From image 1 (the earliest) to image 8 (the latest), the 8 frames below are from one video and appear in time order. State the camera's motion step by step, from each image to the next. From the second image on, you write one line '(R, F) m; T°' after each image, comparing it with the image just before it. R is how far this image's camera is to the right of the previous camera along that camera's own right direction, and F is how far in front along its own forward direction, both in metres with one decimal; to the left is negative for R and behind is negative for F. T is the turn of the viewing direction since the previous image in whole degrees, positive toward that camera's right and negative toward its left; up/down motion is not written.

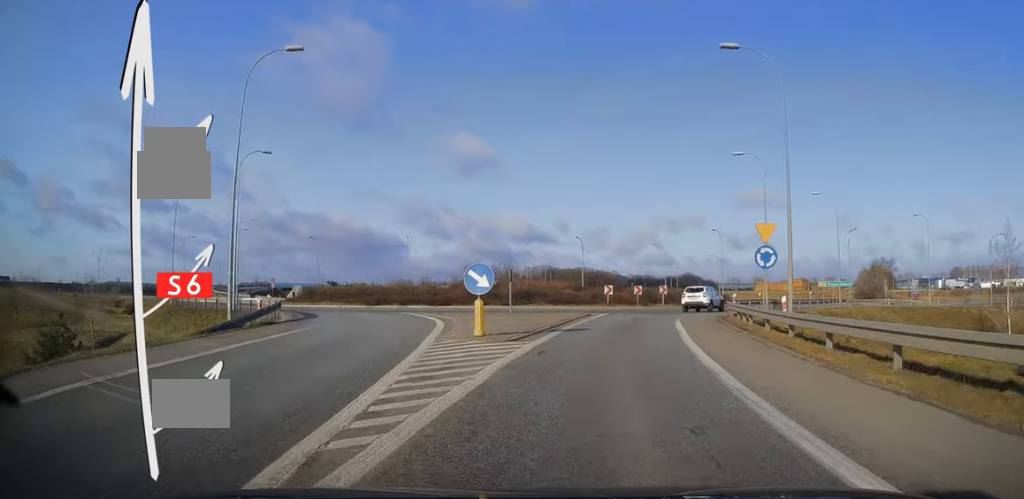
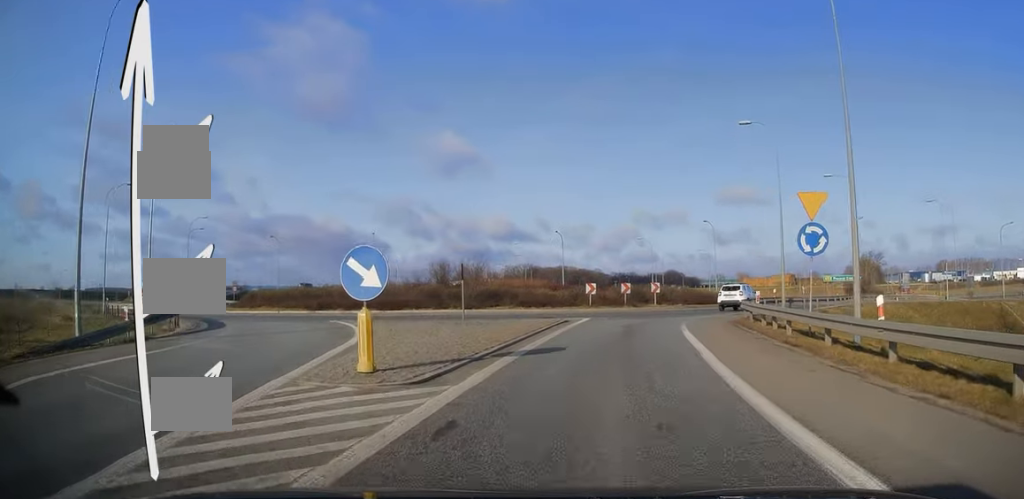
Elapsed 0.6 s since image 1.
(+0.1, +7.6) m; +2°
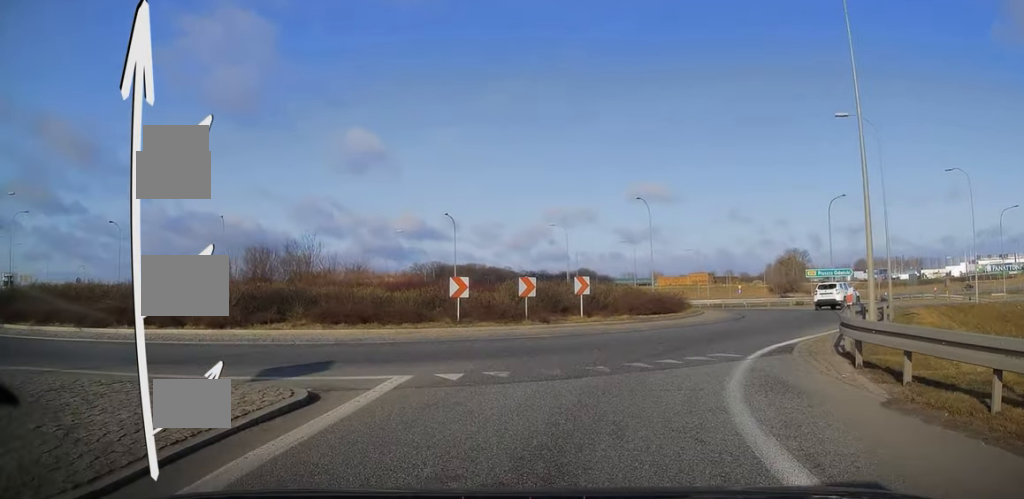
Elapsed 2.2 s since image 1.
(+0.9, +19.5) m; +8°
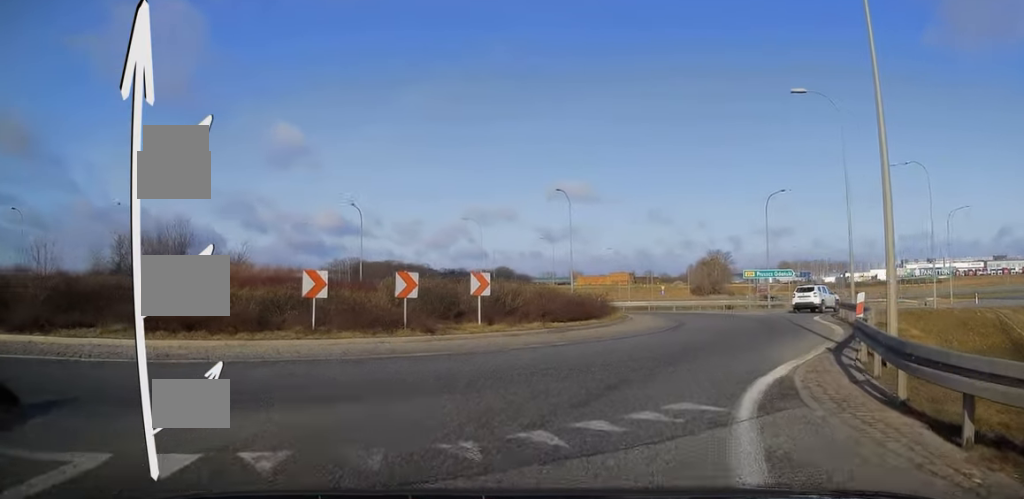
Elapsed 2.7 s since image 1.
(+0.2, +5.3) m; +4°
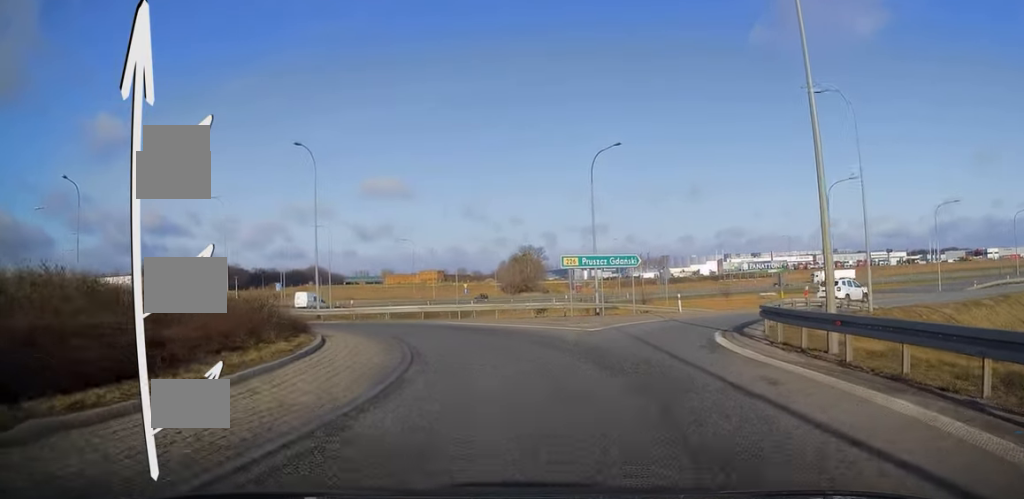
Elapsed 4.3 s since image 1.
(+2.2, +17.0) m; +14°
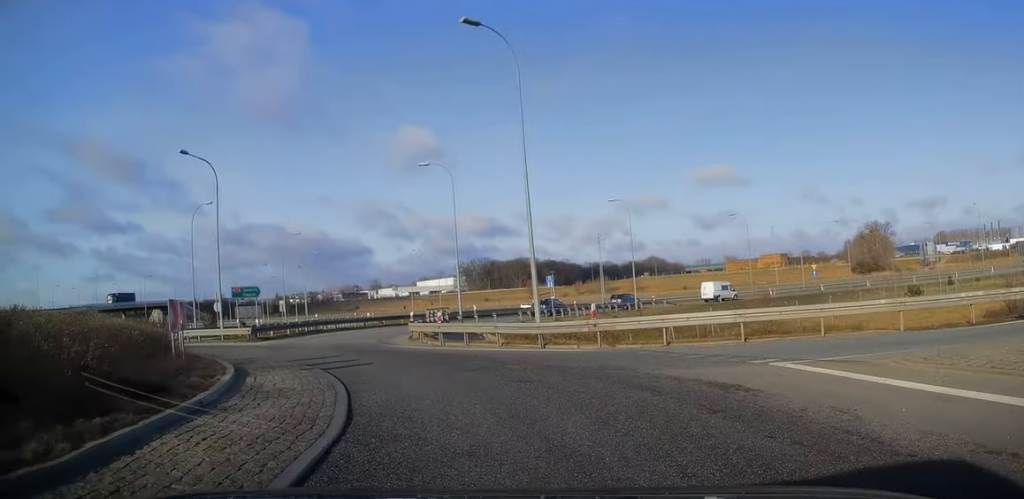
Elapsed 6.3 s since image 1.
(-2.4, +19.2) m; -26°
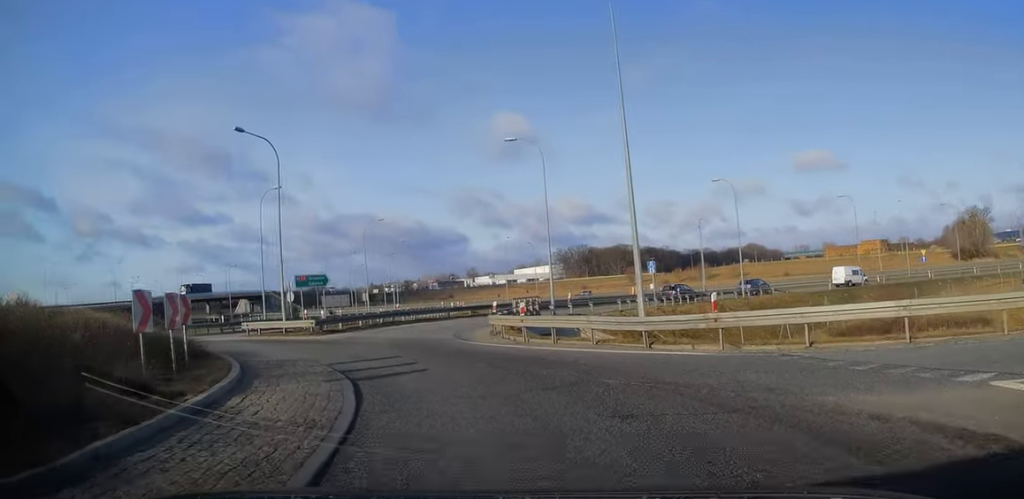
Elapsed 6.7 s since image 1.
(-0.5, +3.9) m; -7°
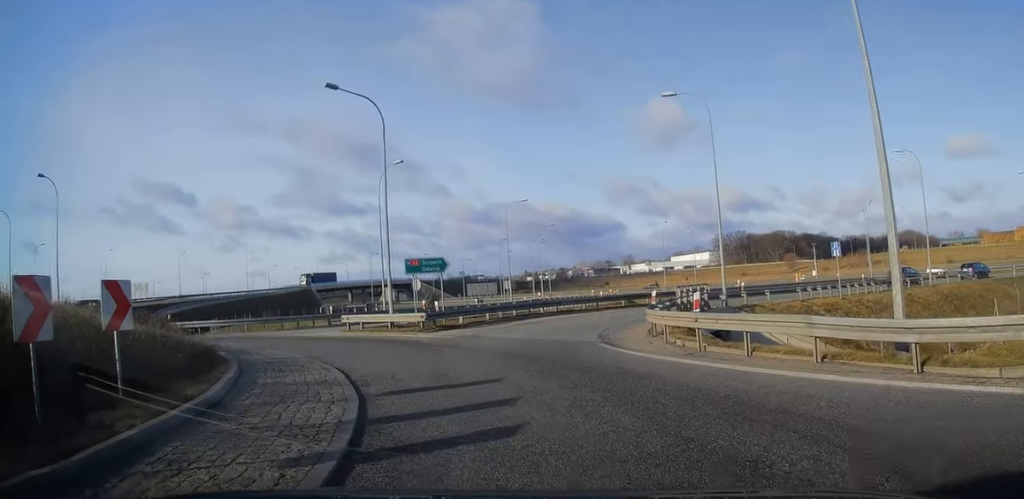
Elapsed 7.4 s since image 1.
(-0.5, +6.5) m; -11°
